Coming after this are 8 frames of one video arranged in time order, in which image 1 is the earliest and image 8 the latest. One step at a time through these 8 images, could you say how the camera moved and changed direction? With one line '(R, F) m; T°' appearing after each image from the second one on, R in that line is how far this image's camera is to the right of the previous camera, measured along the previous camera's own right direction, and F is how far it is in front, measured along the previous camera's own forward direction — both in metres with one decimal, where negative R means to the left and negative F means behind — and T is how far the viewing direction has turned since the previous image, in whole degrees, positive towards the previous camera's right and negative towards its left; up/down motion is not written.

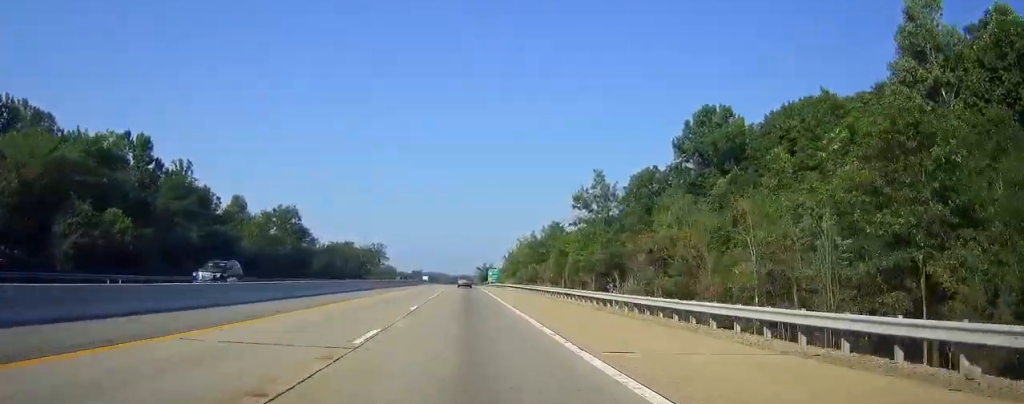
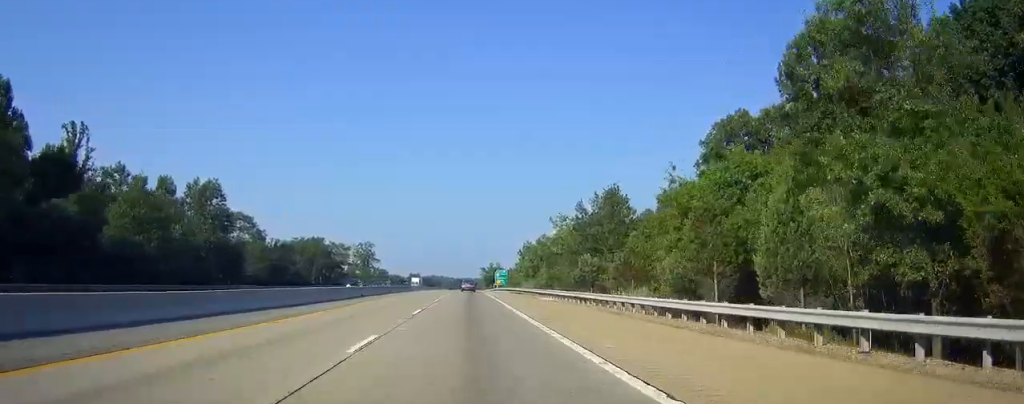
(-0.3, +38.7) m; 0°
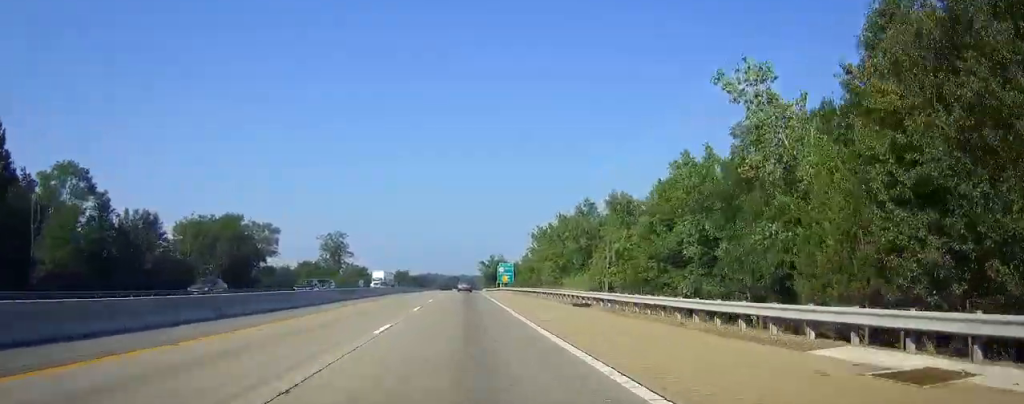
(+0.3, +47.4) m; 0°
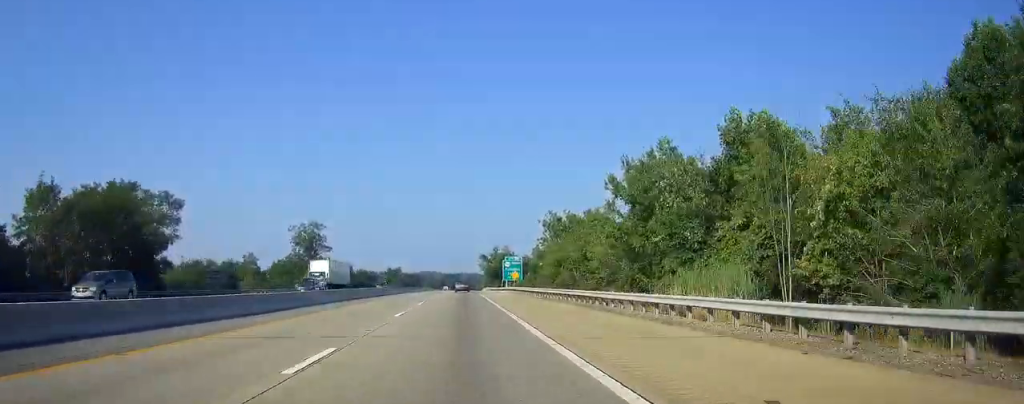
(0.0, +30.4) m; 0°
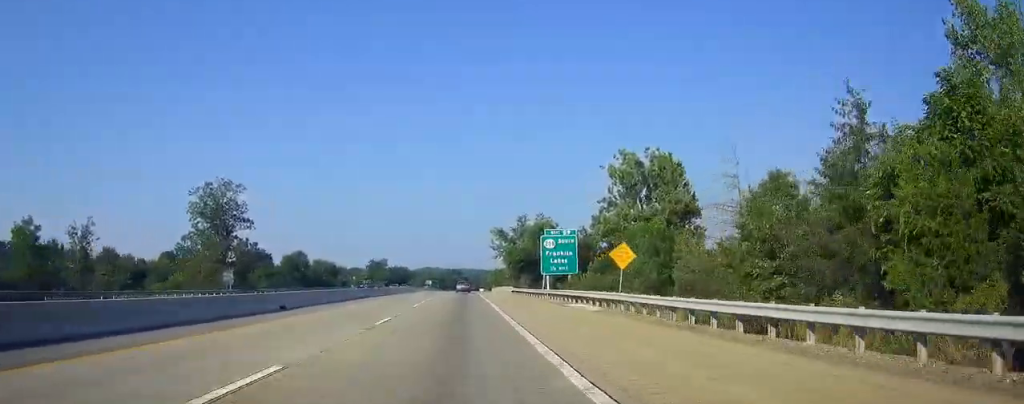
(+0.3, +65.0) m; 0°
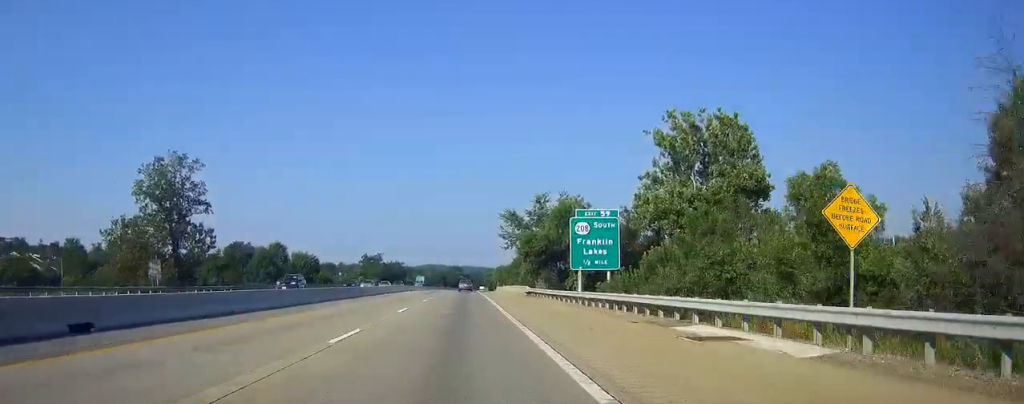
(-0.1, +19.1) m; 0°
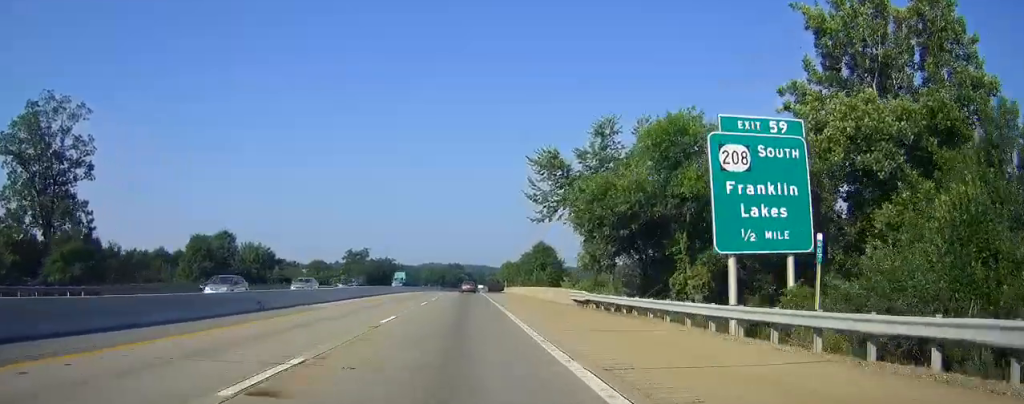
(-0.1, +30.4) m; 0°
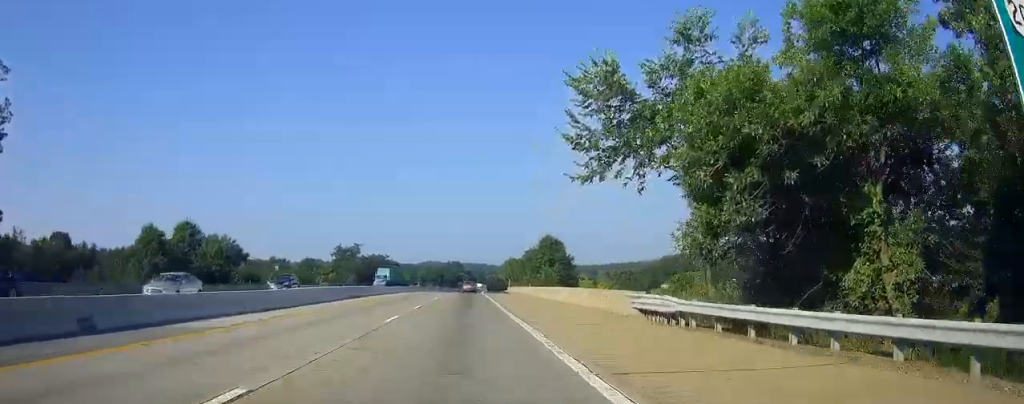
(0.0, +14.6) m; 0°
